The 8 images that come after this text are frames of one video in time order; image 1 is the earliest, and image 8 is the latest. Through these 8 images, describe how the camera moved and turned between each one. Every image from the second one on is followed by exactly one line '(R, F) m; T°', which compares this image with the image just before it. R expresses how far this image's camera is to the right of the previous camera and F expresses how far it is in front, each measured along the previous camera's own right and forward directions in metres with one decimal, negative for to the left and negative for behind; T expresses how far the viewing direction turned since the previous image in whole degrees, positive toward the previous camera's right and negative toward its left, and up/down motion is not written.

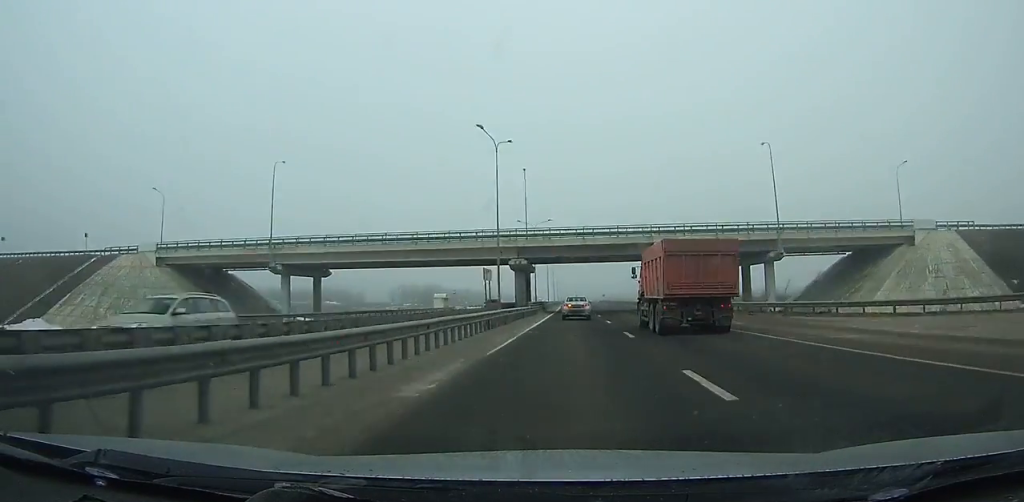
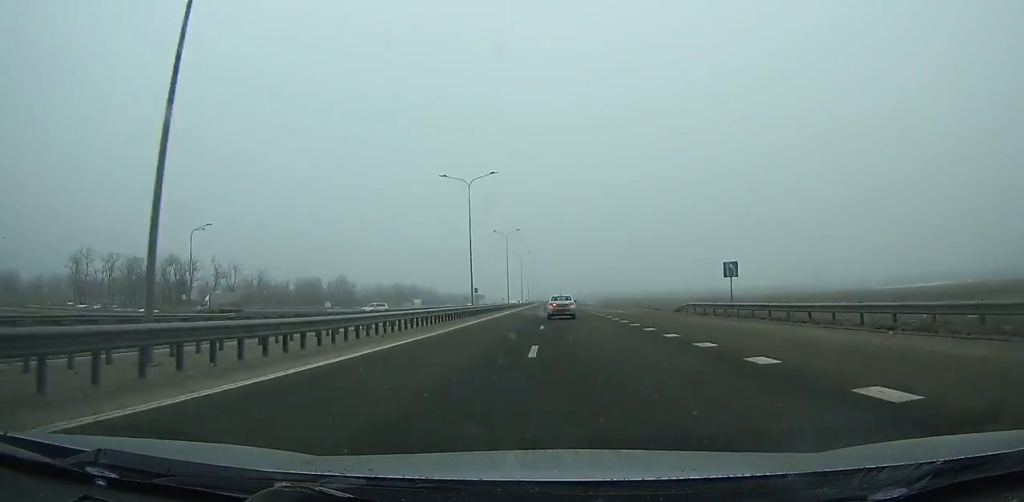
(+2.6, +194.0) m; +1°
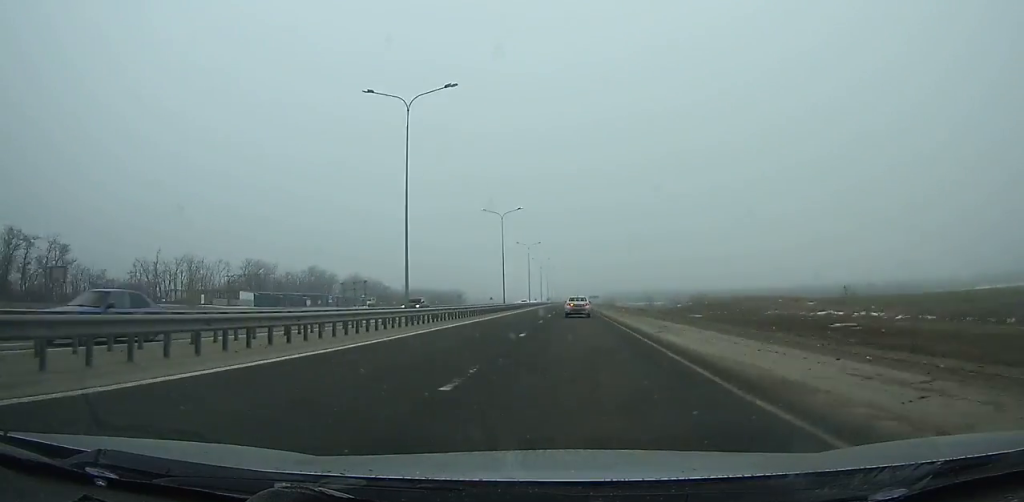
(-1.6, +146.6) m; -1°
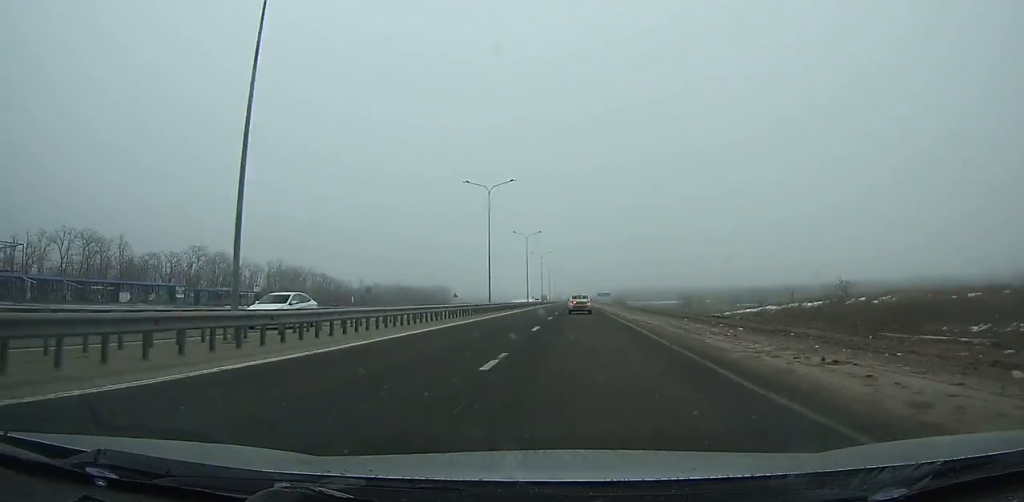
(0.0, +58.7) m; 0°
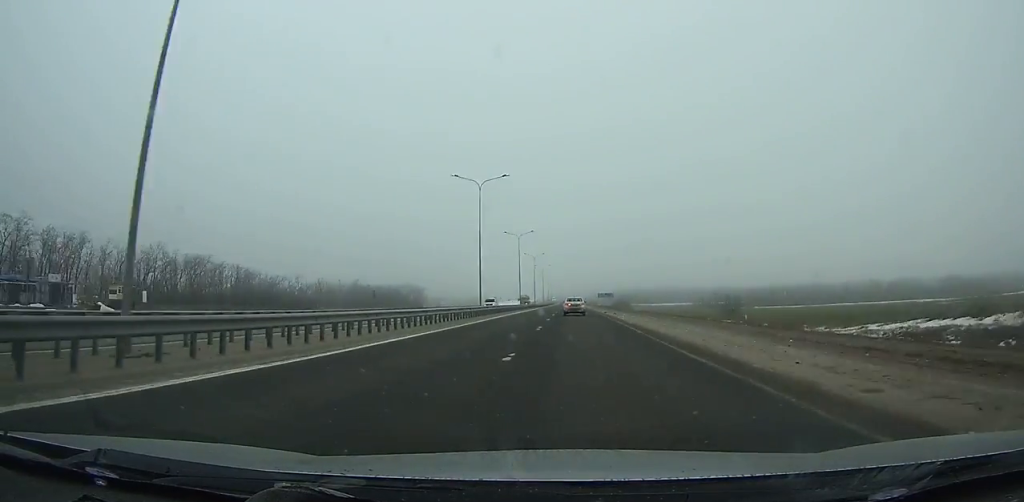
(0.0, +47.5) m; 0°
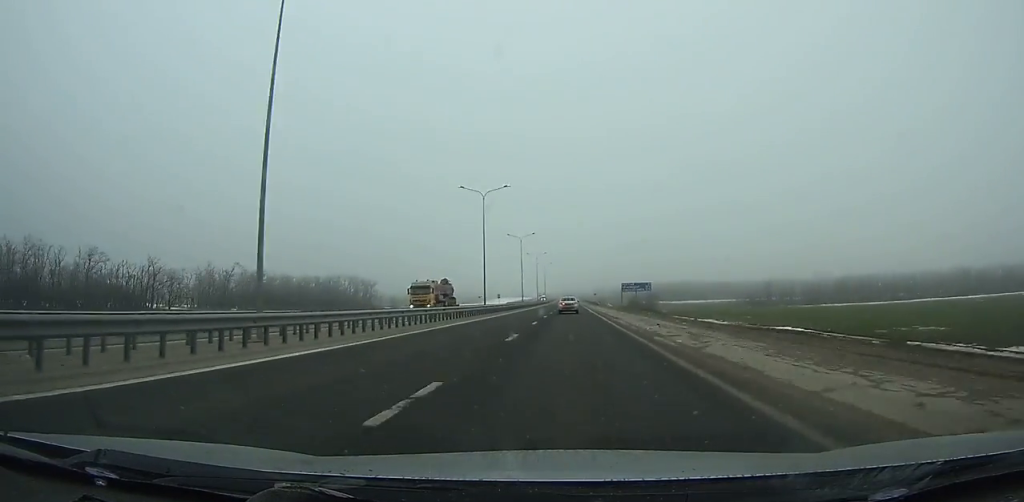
(+0.3, +78.6) m; 0°
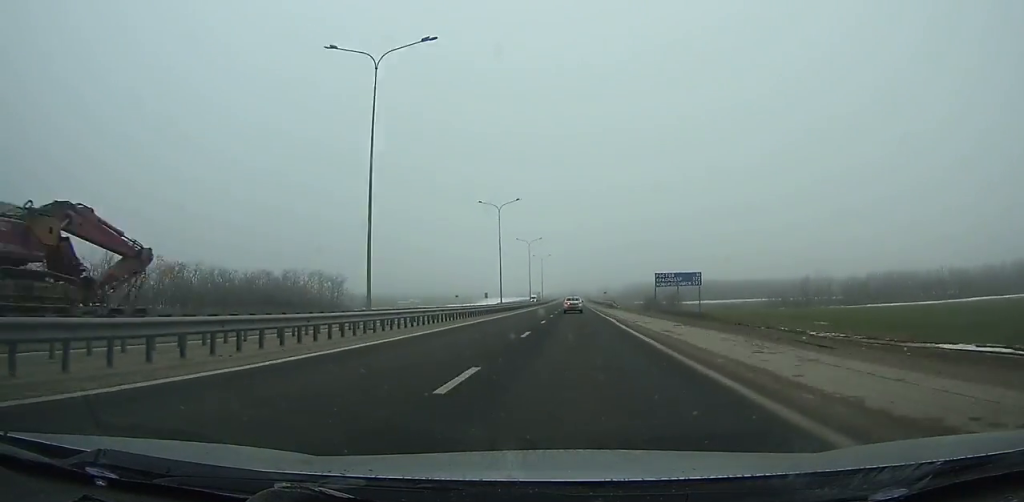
(-0.1, +33.9) m; 0°
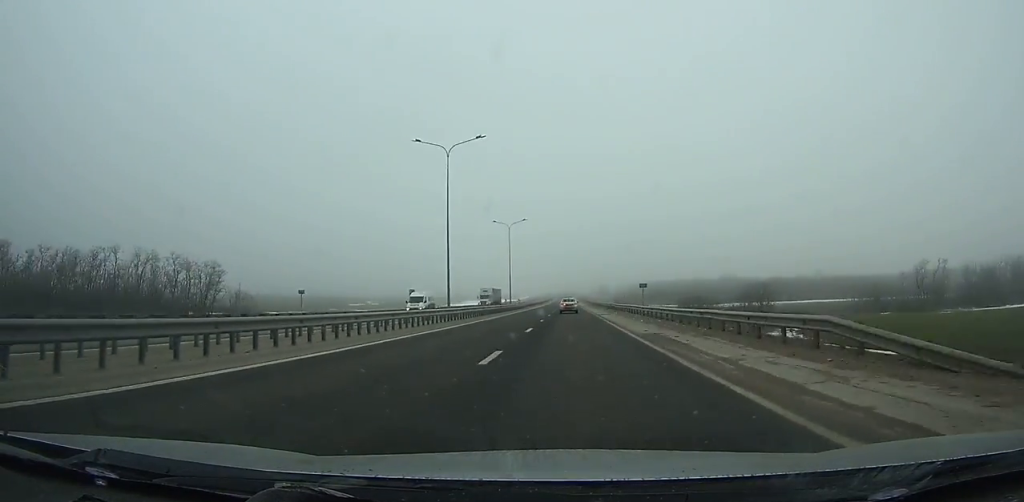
(-0.1, +67.8) m; 0°
